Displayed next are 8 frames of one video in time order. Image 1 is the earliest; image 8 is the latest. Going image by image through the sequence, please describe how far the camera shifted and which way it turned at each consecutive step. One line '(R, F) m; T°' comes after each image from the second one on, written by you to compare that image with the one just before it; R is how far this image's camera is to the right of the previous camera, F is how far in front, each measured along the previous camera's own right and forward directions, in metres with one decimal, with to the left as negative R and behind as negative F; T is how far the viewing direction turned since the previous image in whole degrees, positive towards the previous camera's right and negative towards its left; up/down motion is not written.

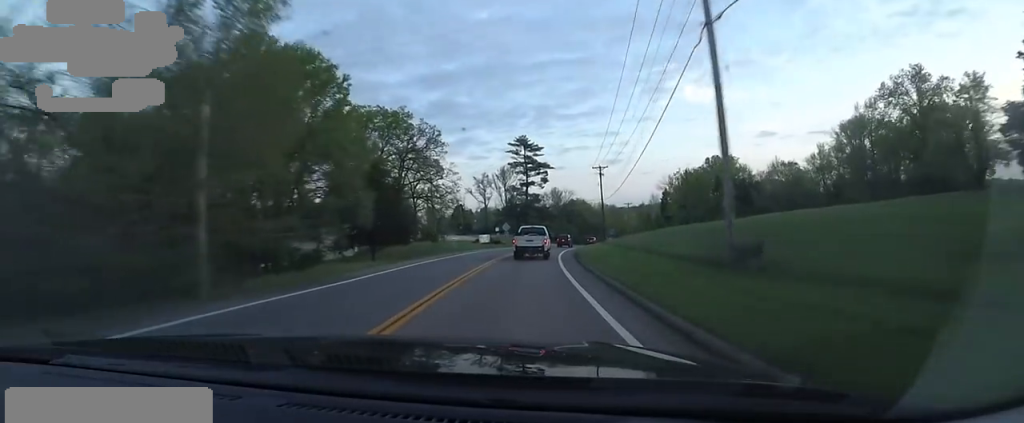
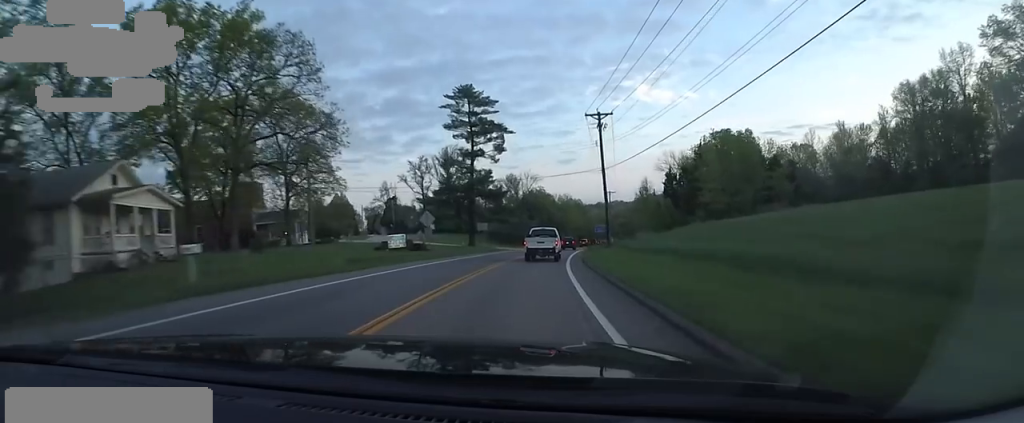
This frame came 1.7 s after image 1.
(+0.6, +32.5) m; +5°
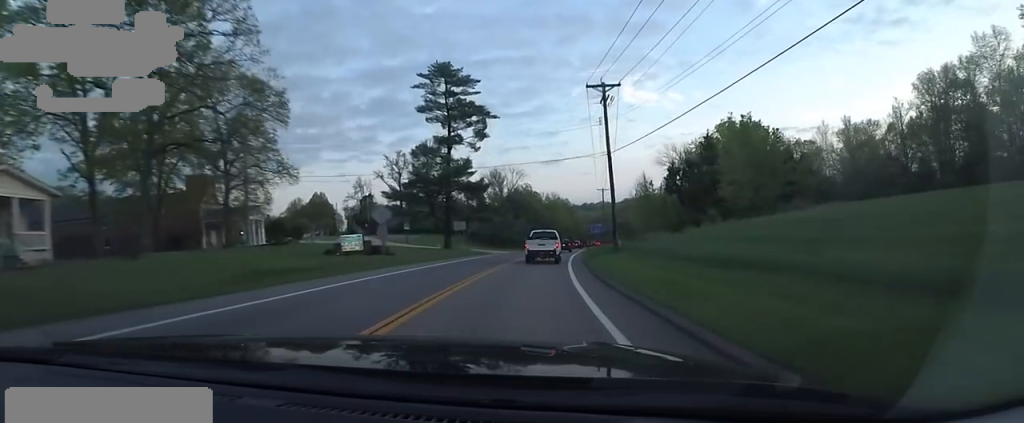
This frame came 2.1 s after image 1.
(0.0, +8.5) m; +3°
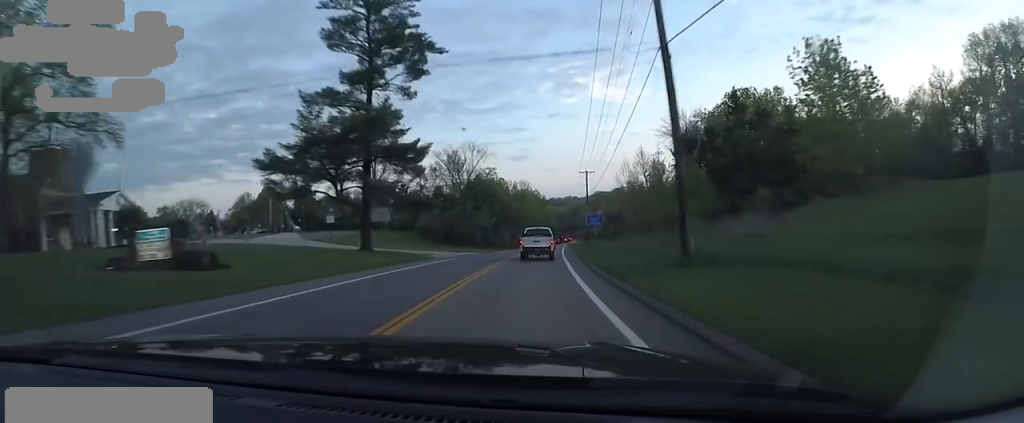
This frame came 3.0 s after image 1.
(+1.0, +18.4) m; +7°
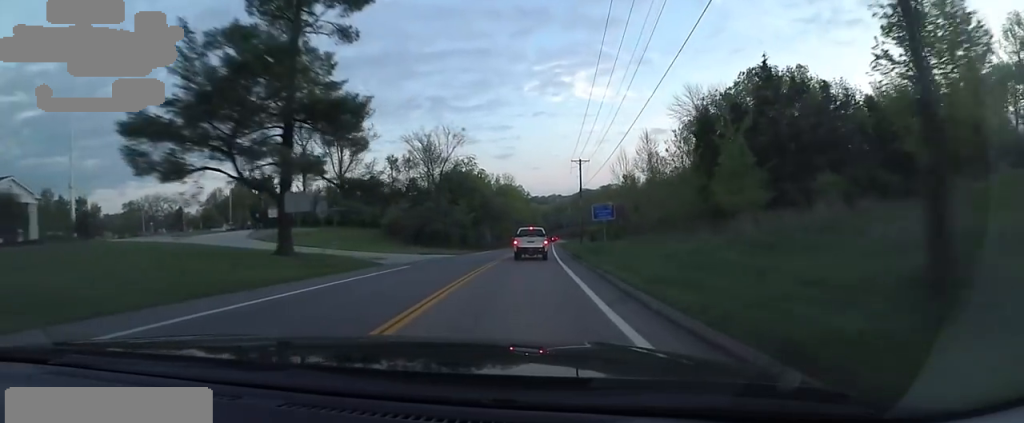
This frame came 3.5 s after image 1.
(+0.7, +9.9) m; 0°
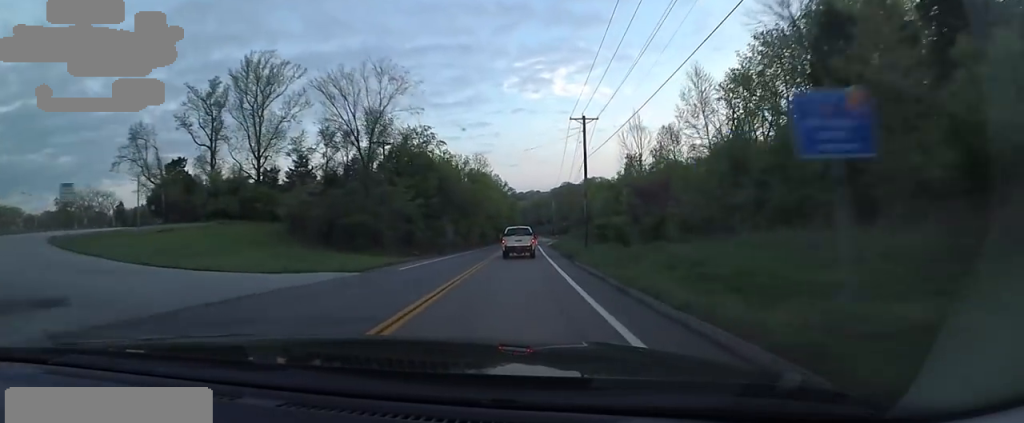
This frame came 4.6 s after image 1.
(-0.2, +20.7) m; 0°
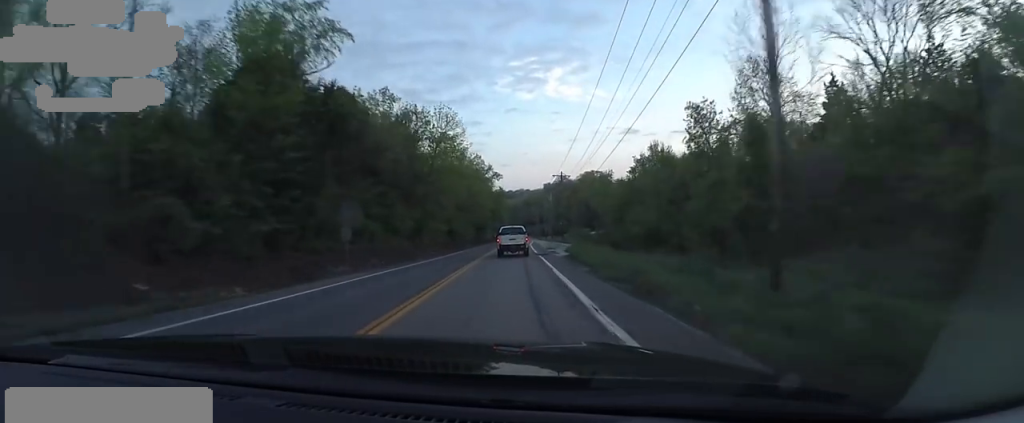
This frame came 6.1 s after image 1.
(+0.6, +29.0) m; +3°
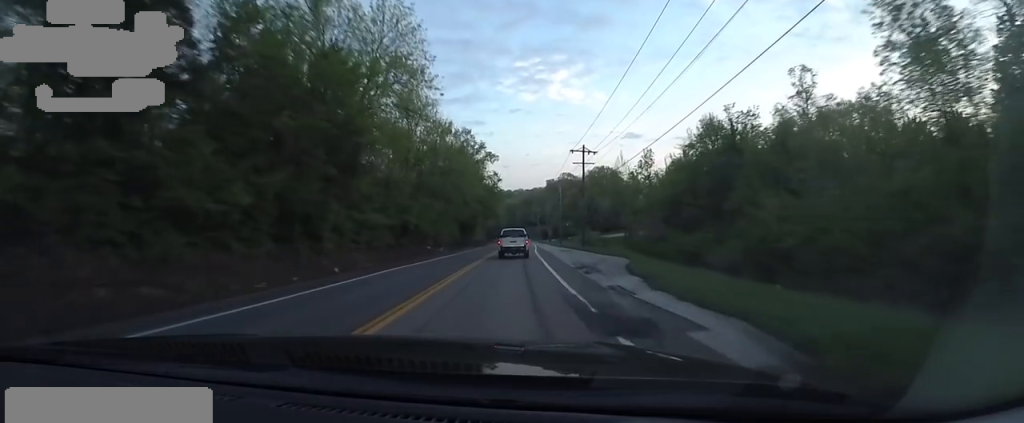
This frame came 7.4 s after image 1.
(+0.1, +23.7) m; +1°
